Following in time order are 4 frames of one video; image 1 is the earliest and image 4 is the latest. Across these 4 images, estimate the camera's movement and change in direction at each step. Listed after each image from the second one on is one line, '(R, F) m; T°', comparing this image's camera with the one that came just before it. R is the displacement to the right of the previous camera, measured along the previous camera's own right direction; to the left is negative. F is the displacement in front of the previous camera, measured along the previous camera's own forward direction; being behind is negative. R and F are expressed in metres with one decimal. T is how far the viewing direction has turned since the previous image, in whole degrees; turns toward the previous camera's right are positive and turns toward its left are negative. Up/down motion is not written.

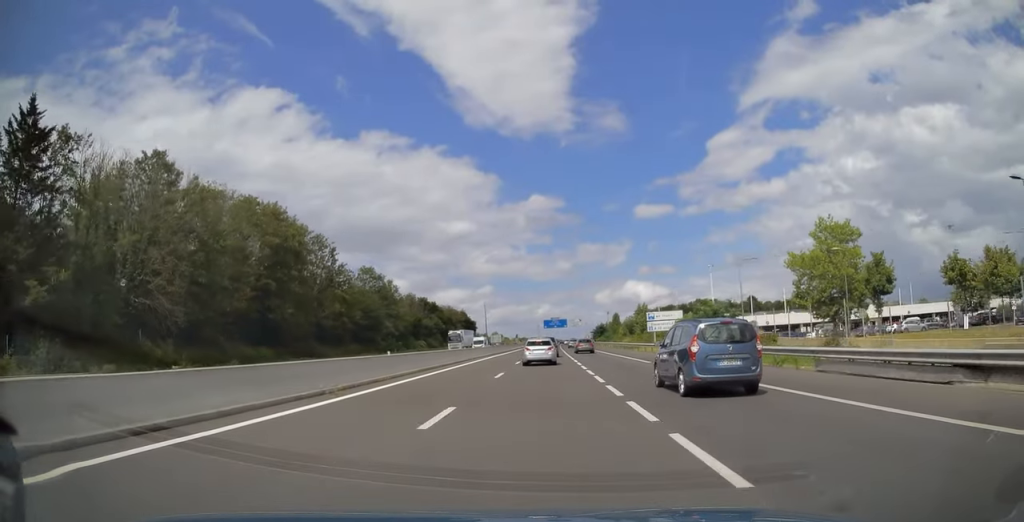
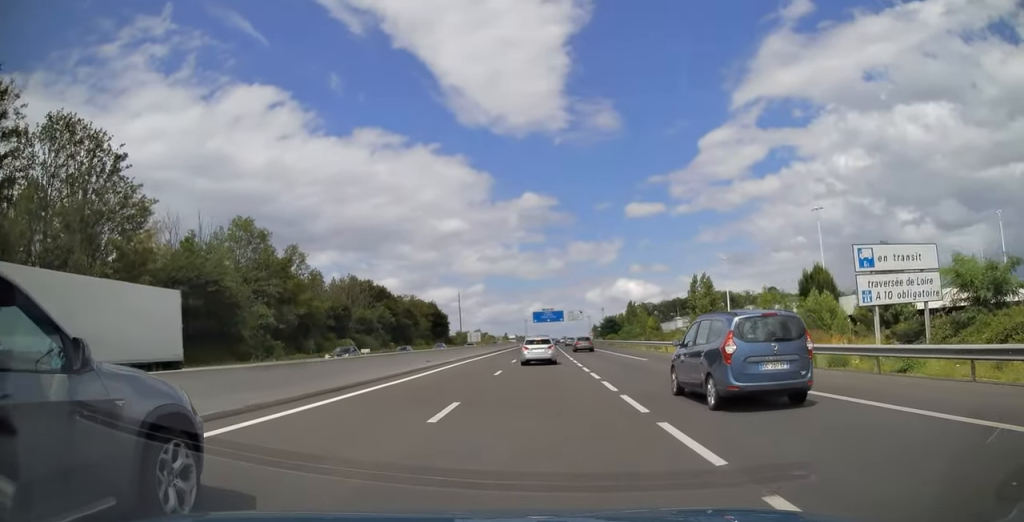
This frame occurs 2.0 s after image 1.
(+0.6, +49.0) m; +1°
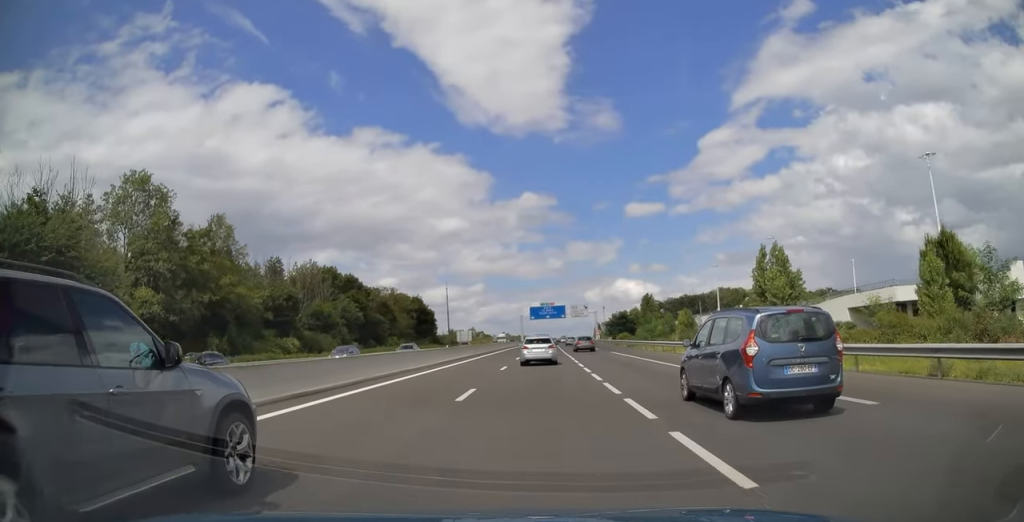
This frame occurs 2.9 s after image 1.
(+0.1, +22.8) m; 0°
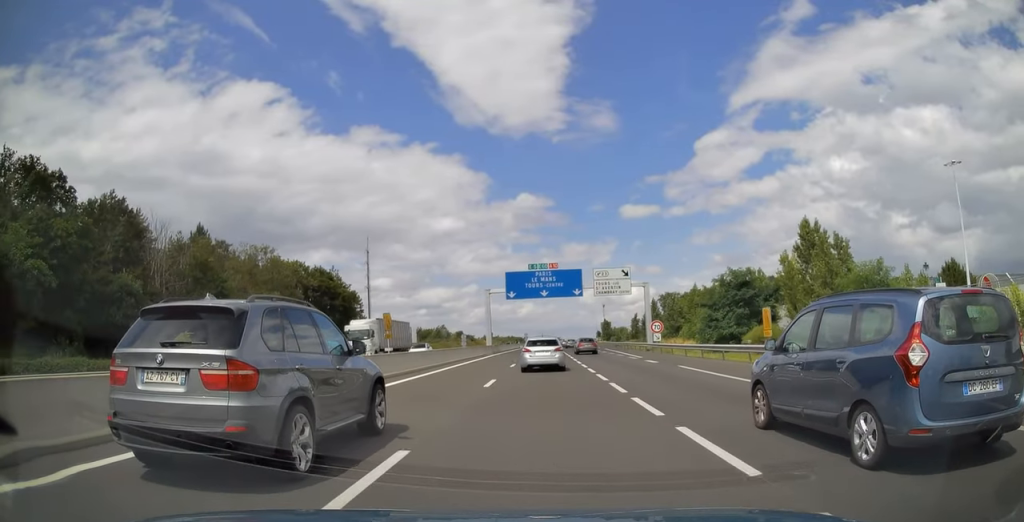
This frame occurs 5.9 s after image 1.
(+0.4, +78.6) m; +1°
